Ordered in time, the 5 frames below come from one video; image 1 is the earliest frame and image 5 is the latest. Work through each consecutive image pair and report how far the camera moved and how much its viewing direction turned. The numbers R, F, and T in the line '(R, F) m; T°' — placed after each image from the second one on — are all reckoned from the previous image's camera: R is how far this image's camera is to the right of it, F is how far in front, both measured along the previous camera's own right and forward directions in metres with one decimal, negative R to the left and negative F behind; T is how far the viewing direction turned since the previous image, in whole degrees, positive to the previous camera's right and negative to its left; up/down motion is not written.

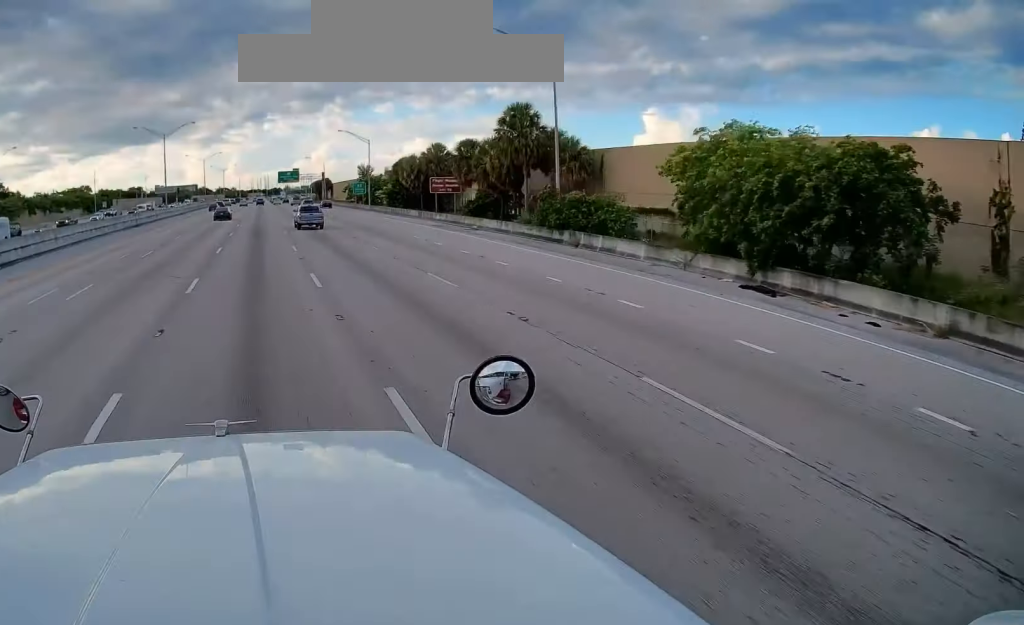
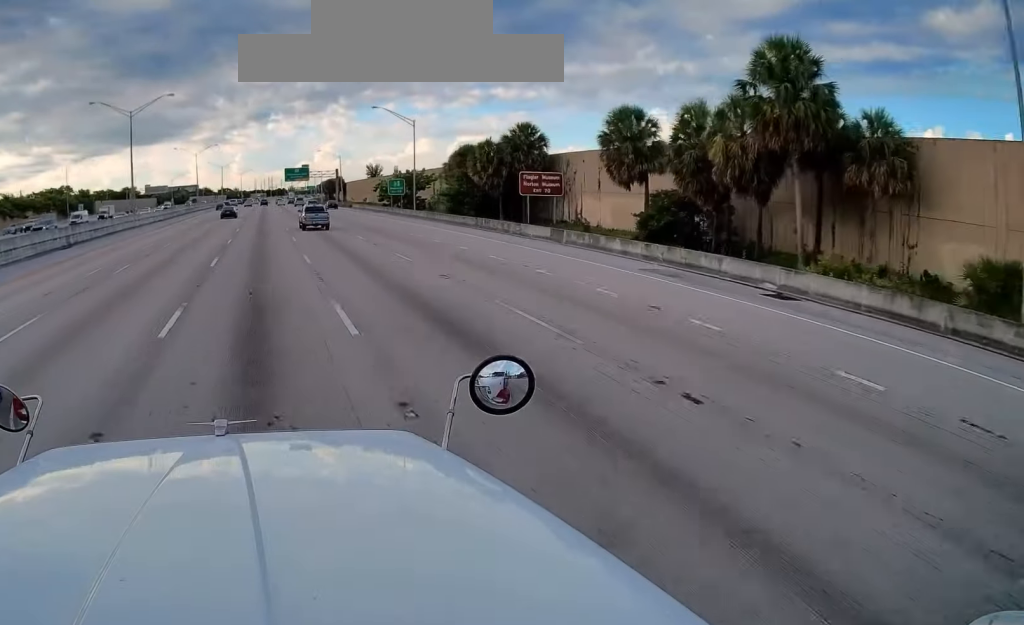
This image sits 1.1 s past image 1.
(-0.1, +35.3) m; 0°
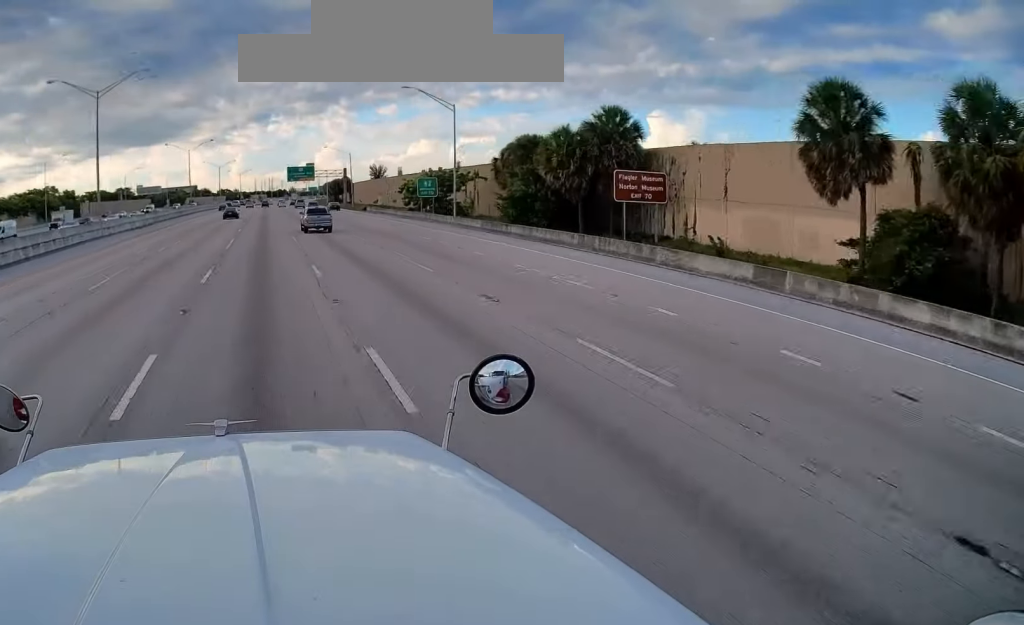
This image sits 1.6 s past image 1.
(0.0, +18.2) m; 0°
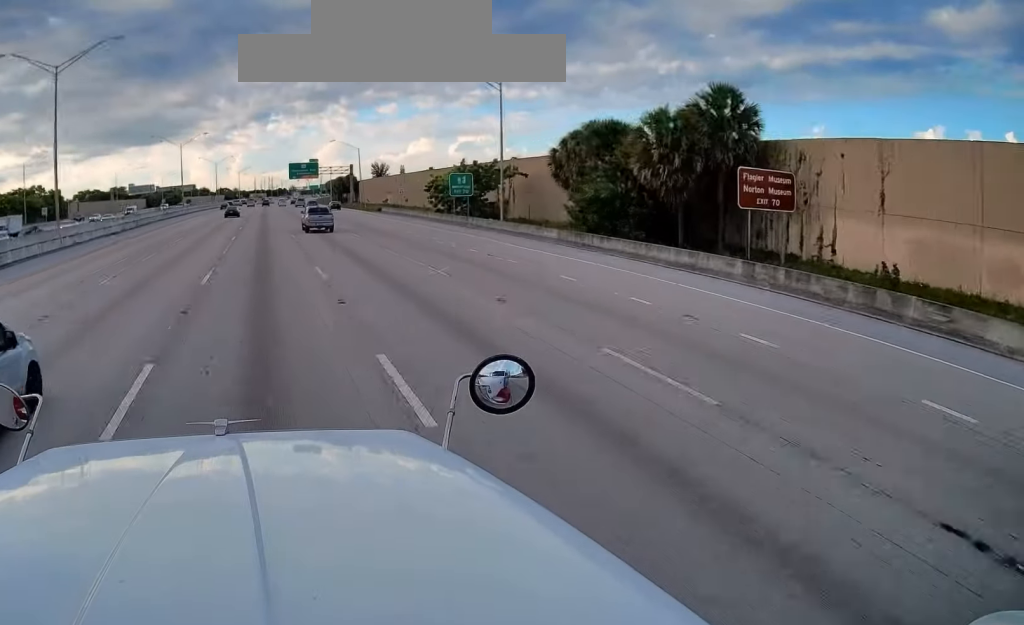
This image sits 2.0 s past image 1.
(0.0, +13.9) m; 0°
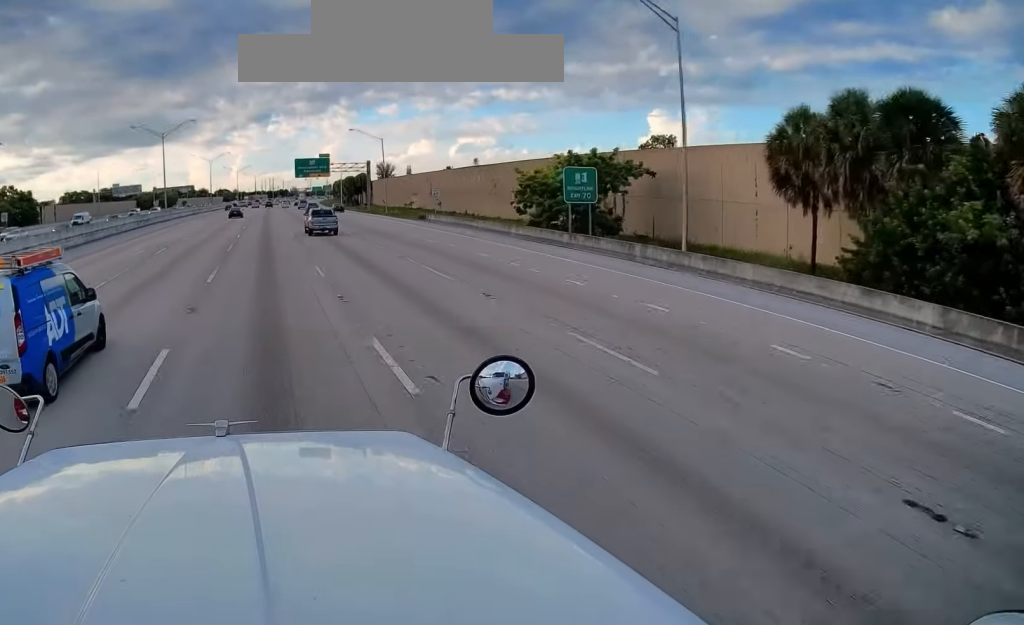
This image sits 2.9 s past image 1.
(0.0, +26.7) m; 0°
